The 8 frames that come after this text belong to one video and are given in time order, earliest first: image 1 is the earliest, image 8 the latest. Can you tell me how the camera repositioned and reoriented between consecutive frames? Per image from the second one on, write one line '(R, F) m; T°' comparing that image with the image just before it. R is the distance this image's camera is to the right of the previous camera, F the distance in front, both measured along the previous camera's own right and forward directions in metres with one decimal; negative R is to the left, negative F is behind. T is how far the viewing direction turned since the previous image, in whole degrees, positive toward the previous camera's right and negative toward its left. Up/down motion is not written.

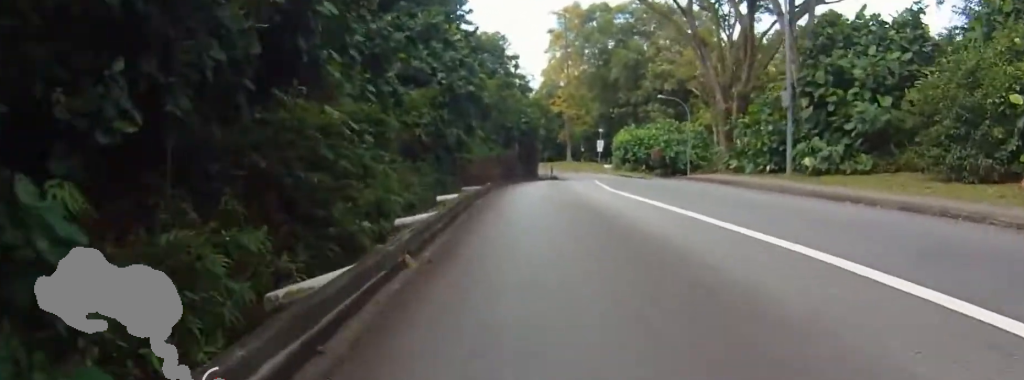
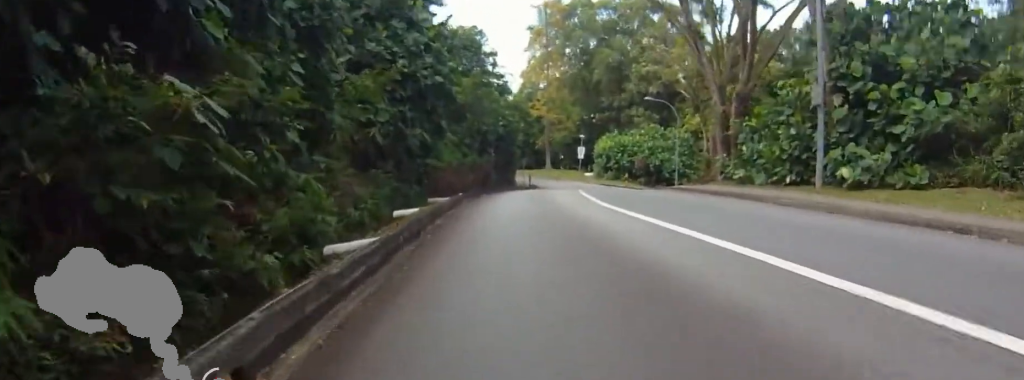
(0.0, +4.4) m; +1°
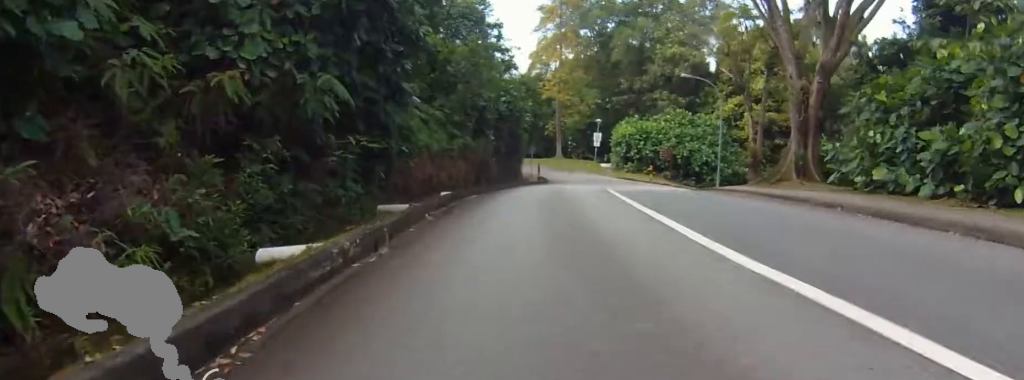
(+0.1, +10.6) m; 0°
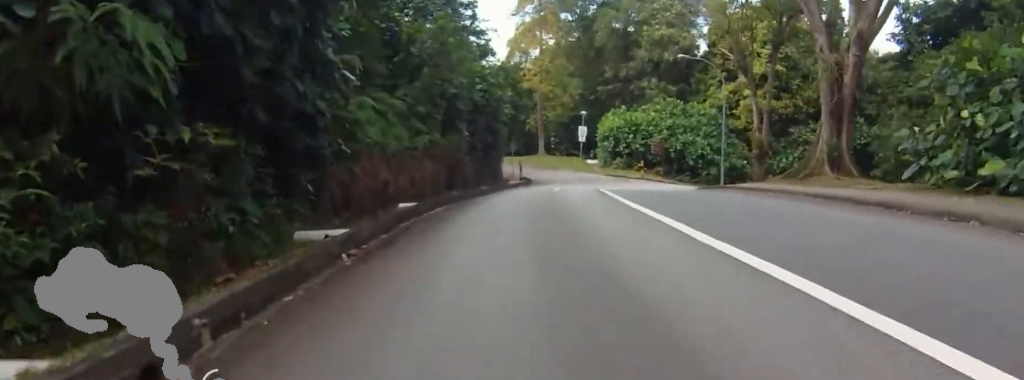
(-0.4, +5.1) m; +4°
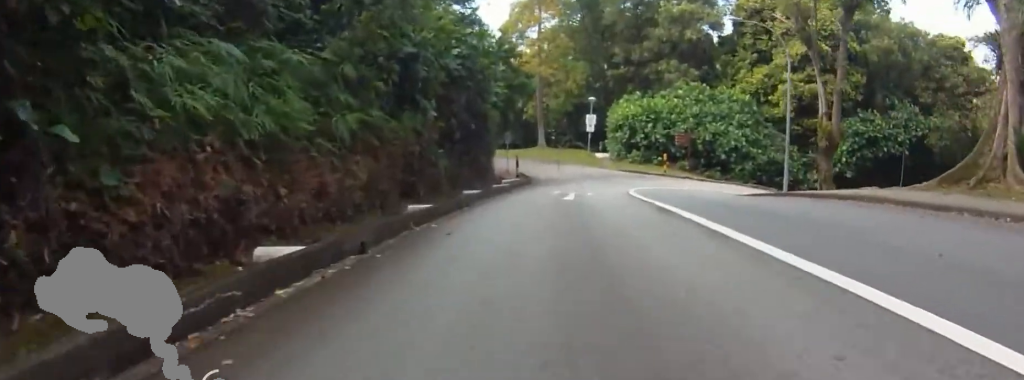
(+1.4, +11.6) m; +6°
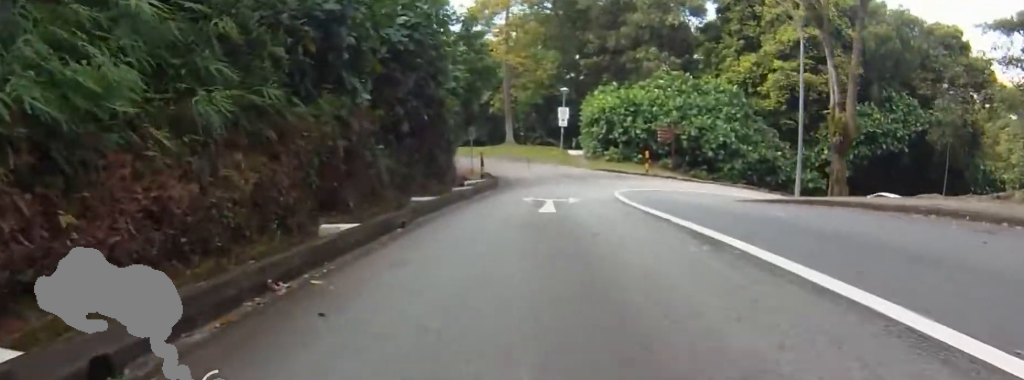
(-0.1, +5.7) m; -2°
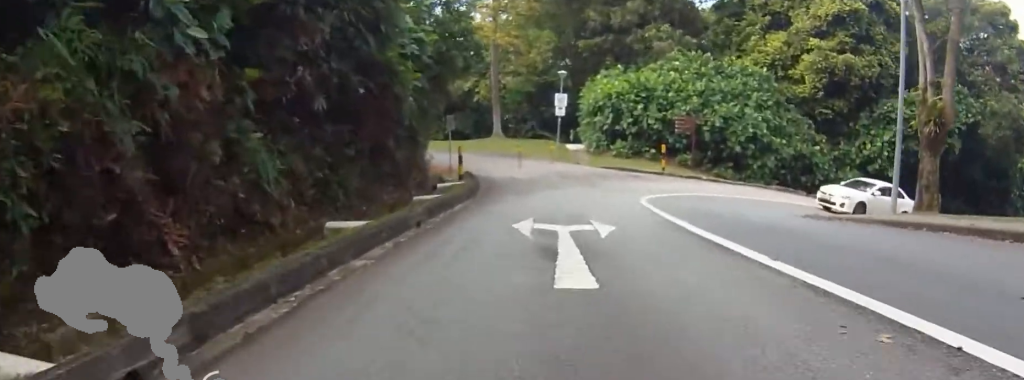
(-0.7, +9.7) m; -4°
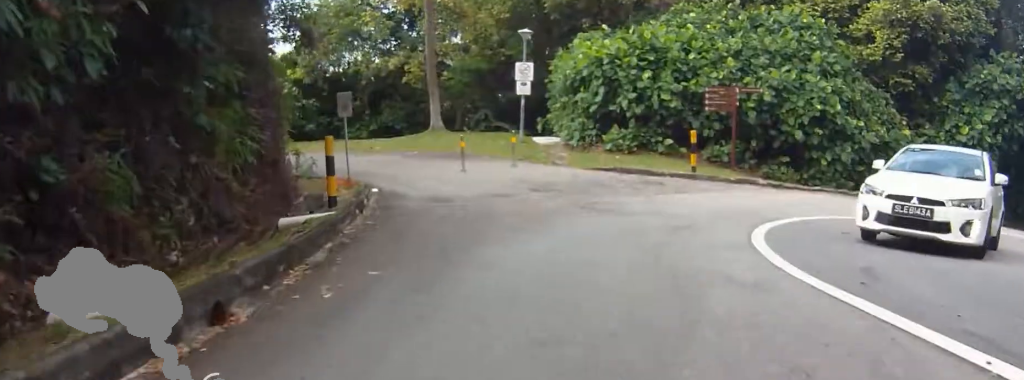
(+1.5, +17.0) m; +14°
